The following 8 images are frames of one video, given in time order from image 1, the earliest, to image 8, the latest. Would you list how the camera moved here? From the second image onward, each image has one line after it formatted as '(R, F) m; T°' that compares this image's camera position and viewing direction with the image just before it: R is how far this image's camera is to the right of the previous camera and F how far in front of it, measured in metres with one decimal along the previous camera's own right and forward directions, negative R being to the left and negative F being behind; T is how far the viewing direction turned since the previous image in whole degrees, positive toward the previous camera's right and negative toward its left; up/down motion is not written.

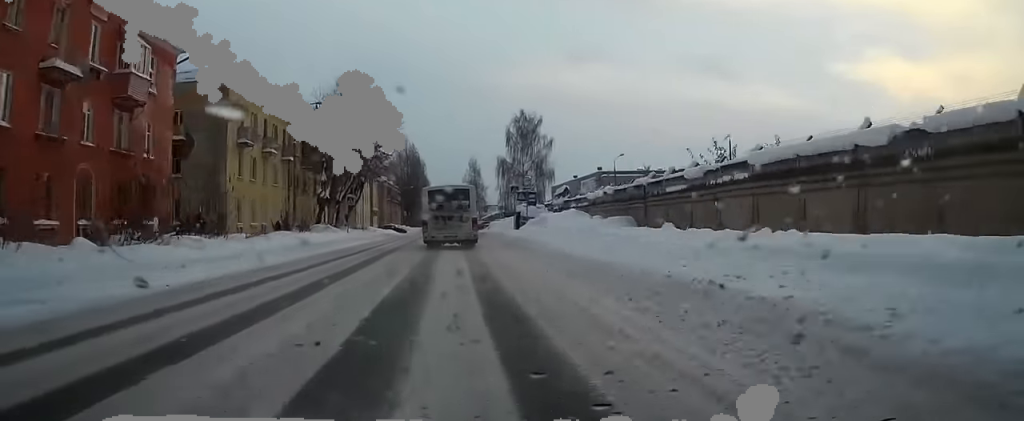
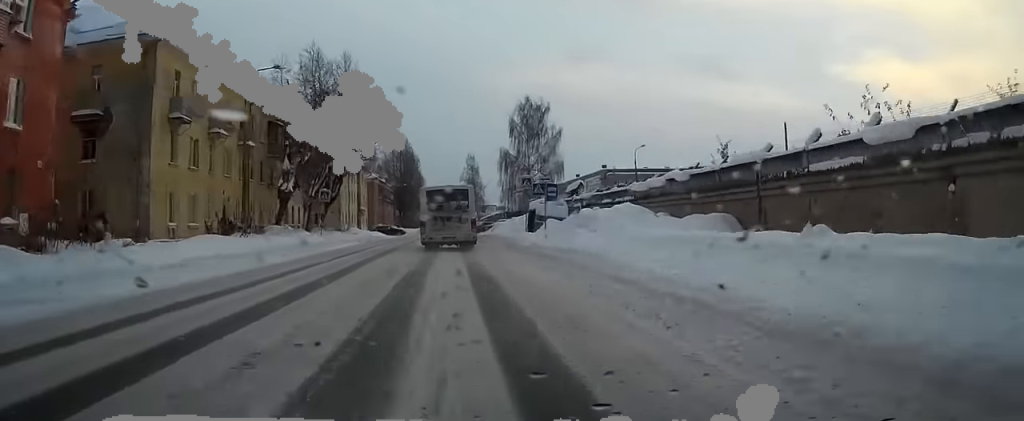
(+0.1, +12.8) m; +1°
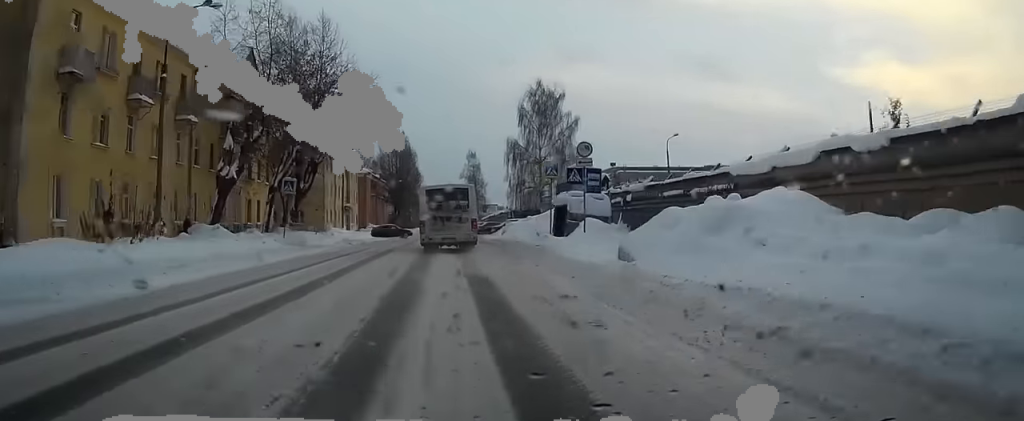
(+0.1, +12.6) m; 0°
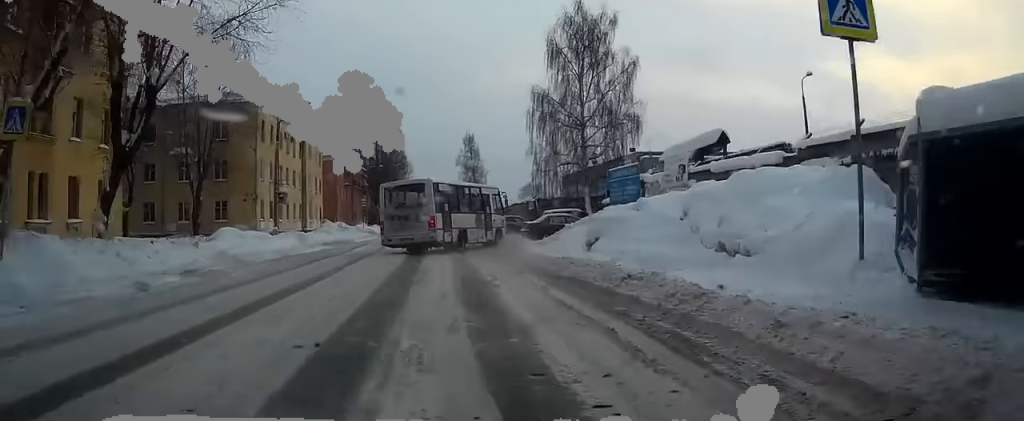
(-0.2, +27.8) m; -1°
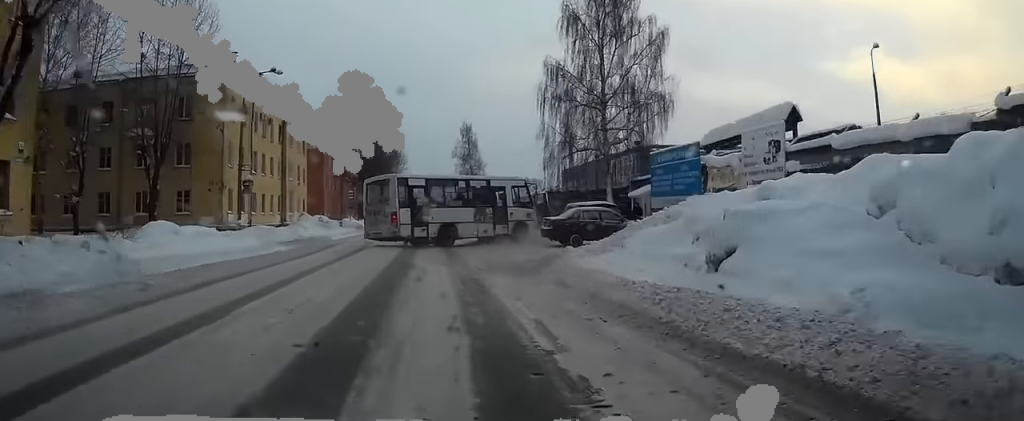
(0.0, +7.7) m; 0°
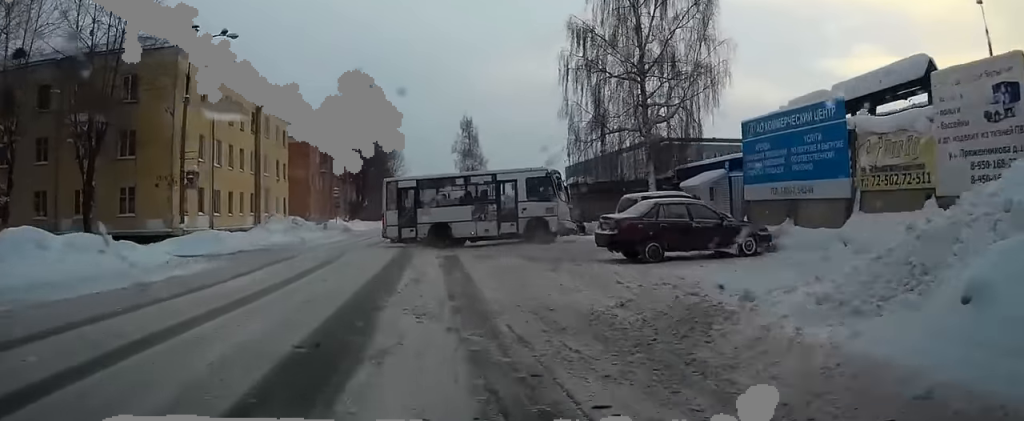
(0.0, +9.0) m; 0°
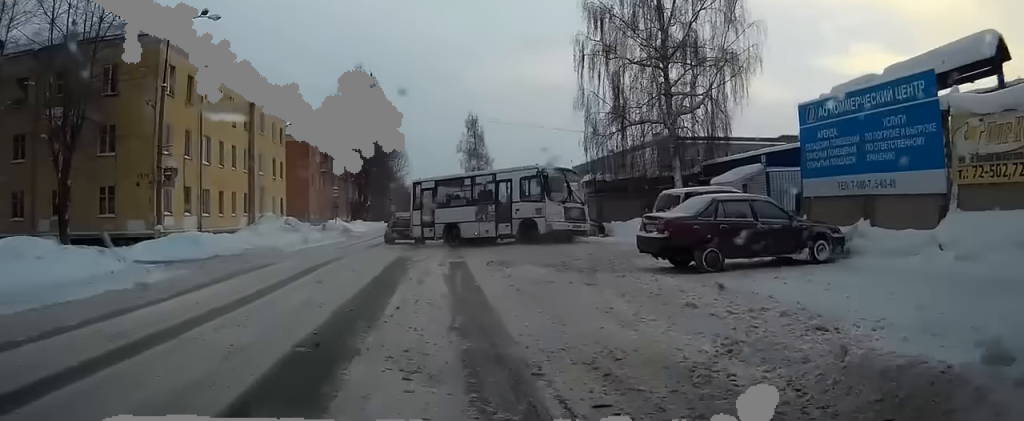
(0.0, +3.1) m; 0°
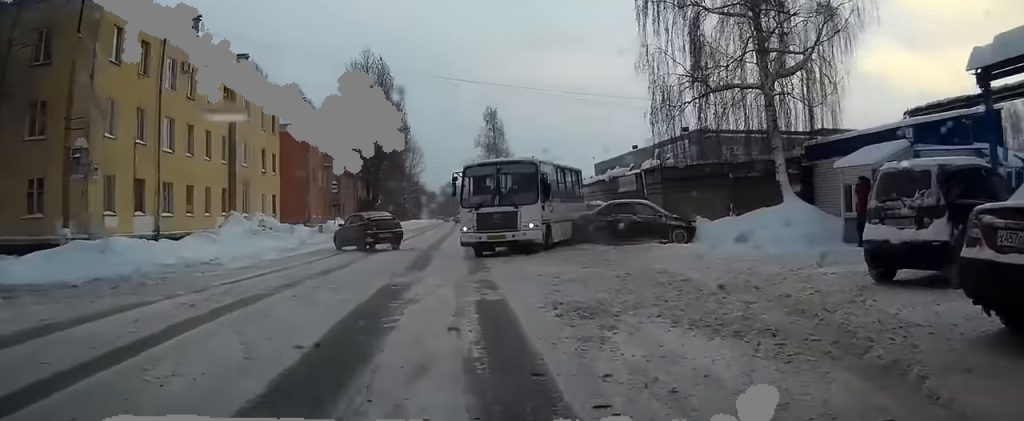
(-0.1, +8.2) m; +1°
